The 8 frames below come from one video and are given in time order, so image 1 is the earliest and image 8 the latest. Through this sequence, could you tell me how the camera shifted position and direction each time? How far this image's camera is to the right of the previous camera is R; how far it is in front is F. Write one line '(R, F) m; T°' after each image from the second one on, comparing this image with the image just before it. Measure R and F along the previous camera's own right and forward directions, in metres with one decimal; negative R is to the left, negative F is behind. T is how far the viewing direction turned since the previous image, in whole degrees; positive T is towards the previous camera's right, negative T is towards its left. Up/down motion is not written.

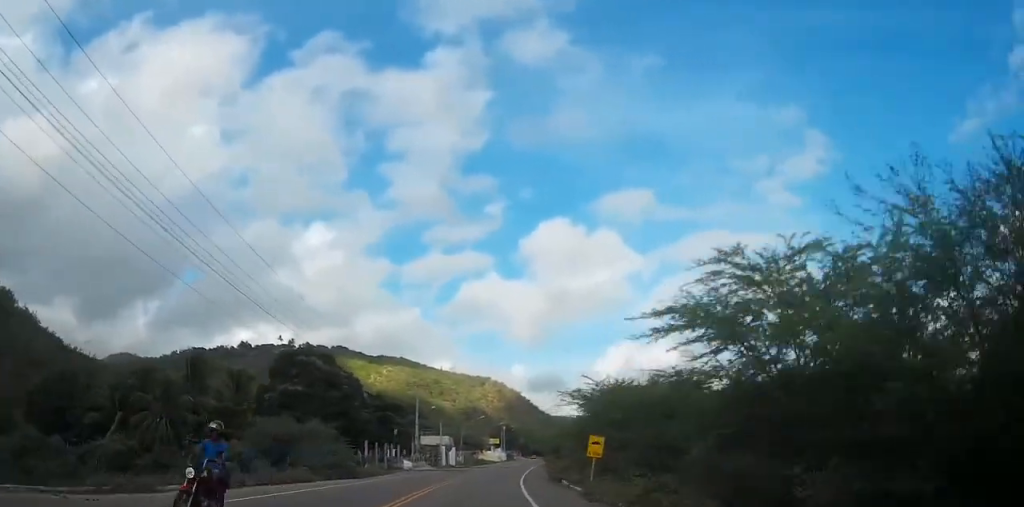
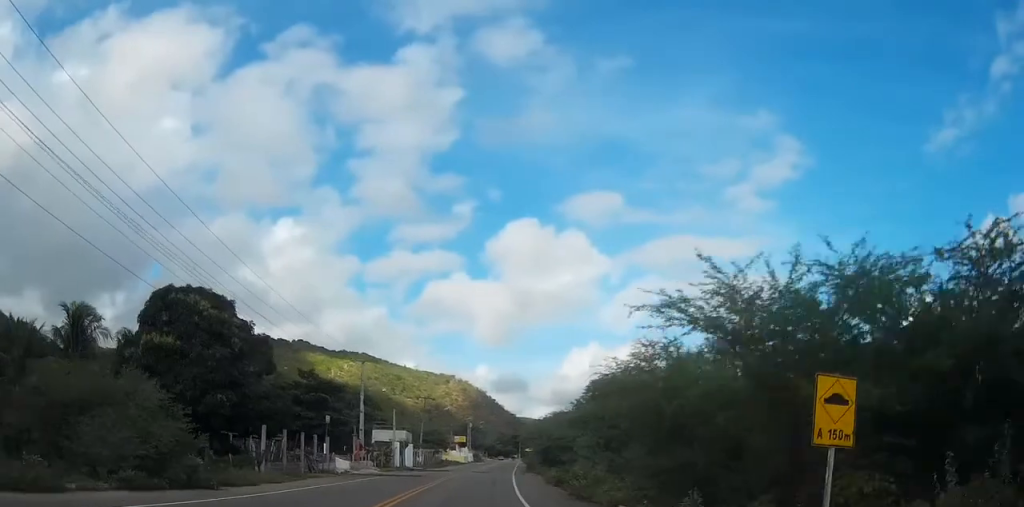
(+0.4, +19.1) m; +2°
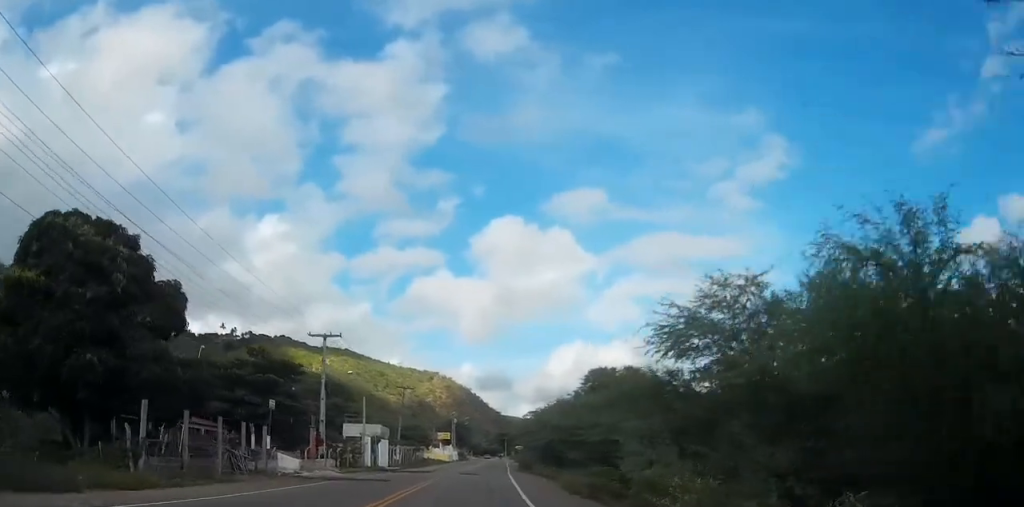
(+0.2, +11.3) m; +1°
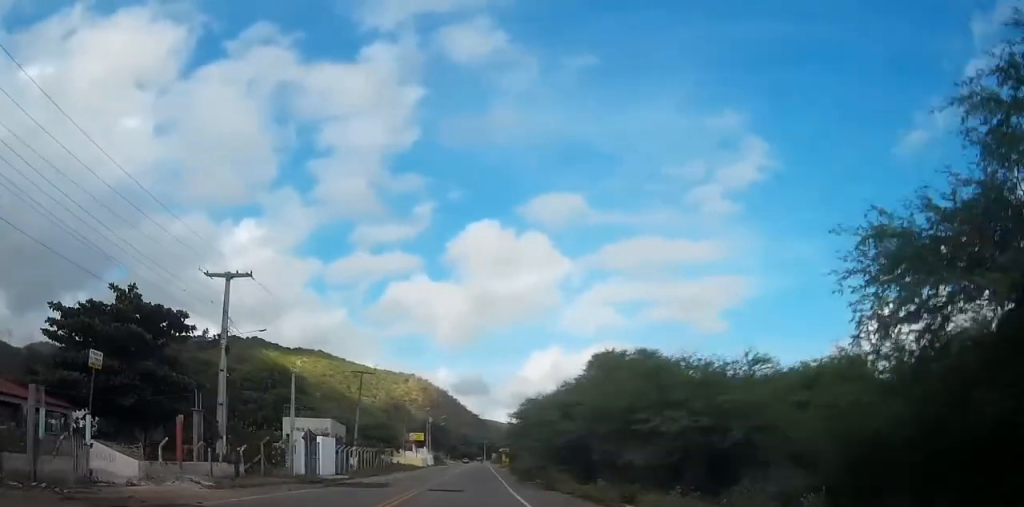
(+0.3, +18.2) m; +2°
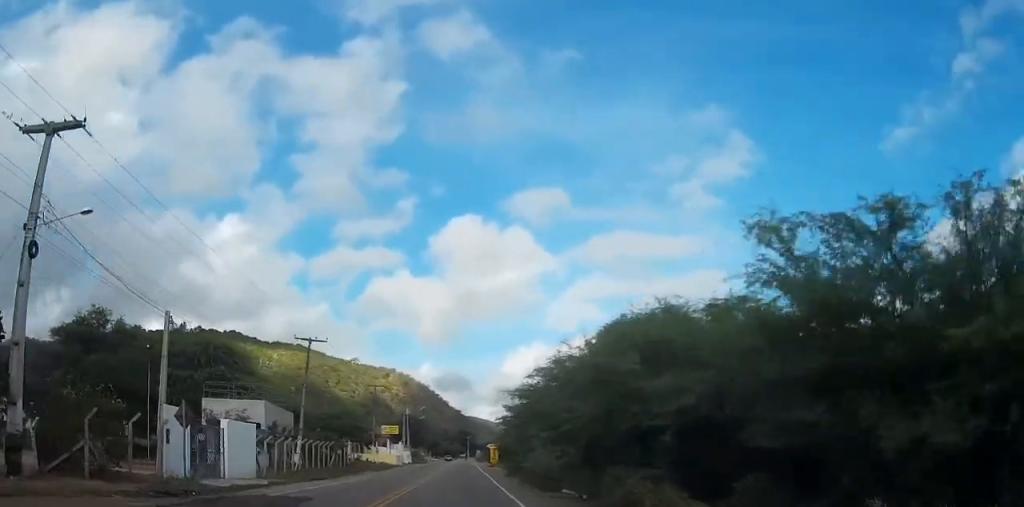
(+0.2, +16.0) m; +1°
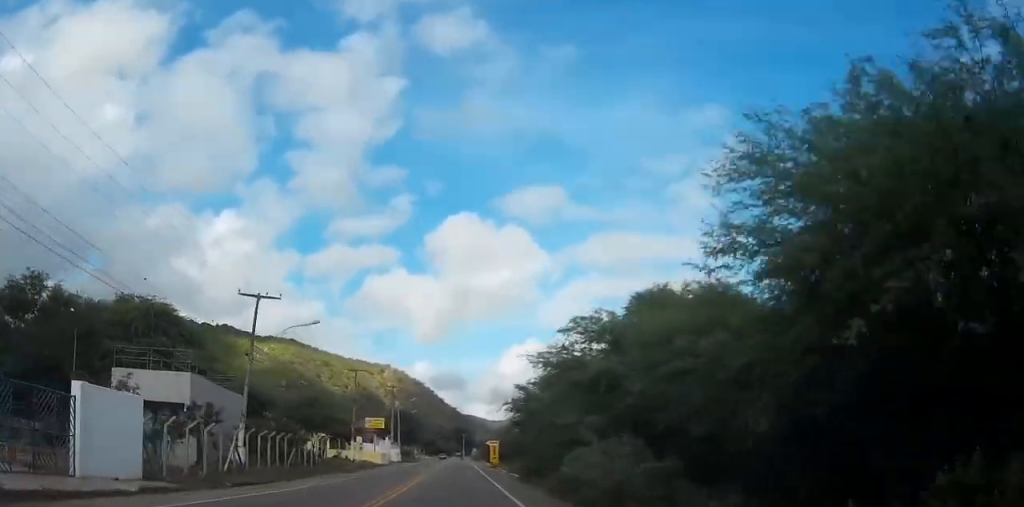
(0.0, +12.2) m; 0°
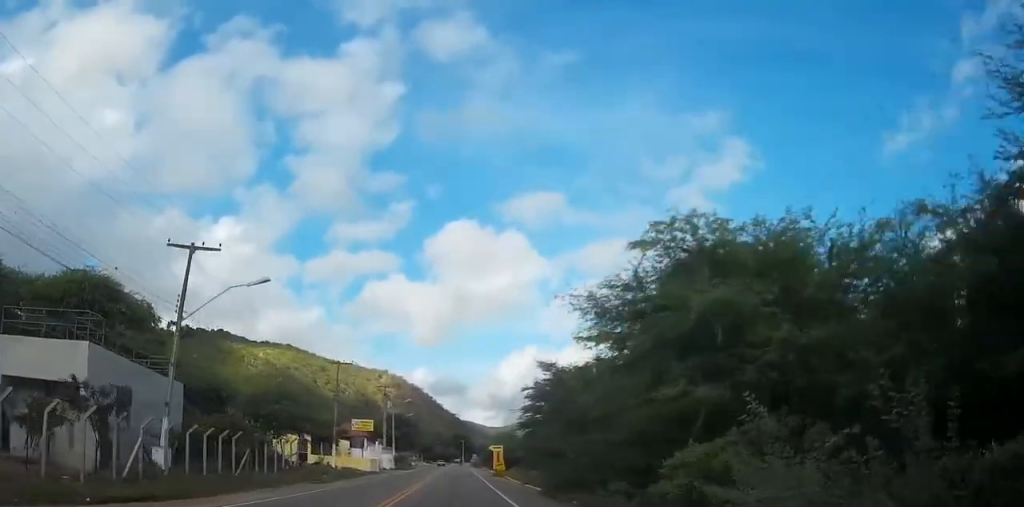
(+0.1, +9.5) m; 0°
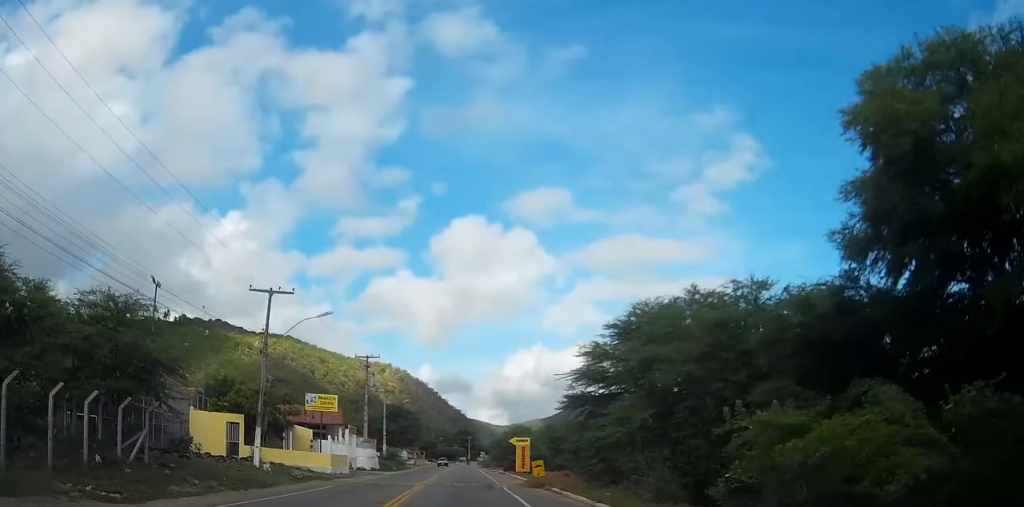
(+0.1, +22.3) m; 0°
